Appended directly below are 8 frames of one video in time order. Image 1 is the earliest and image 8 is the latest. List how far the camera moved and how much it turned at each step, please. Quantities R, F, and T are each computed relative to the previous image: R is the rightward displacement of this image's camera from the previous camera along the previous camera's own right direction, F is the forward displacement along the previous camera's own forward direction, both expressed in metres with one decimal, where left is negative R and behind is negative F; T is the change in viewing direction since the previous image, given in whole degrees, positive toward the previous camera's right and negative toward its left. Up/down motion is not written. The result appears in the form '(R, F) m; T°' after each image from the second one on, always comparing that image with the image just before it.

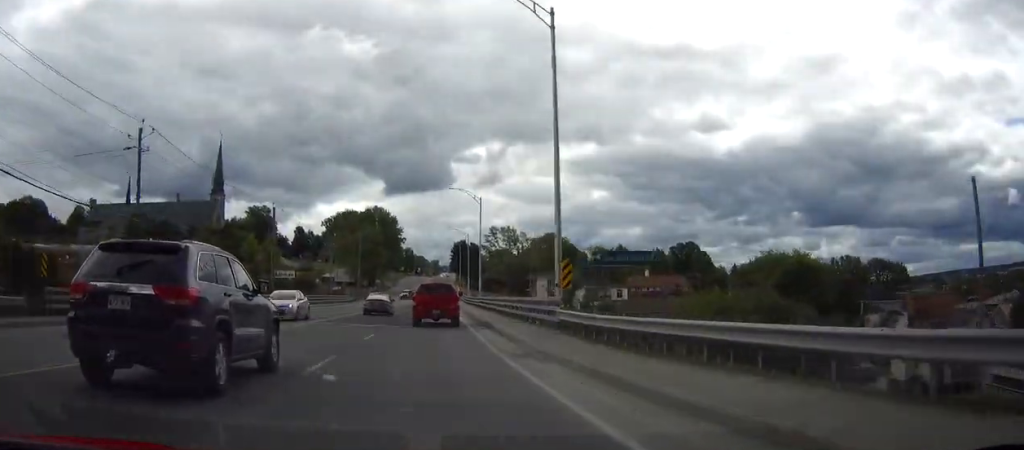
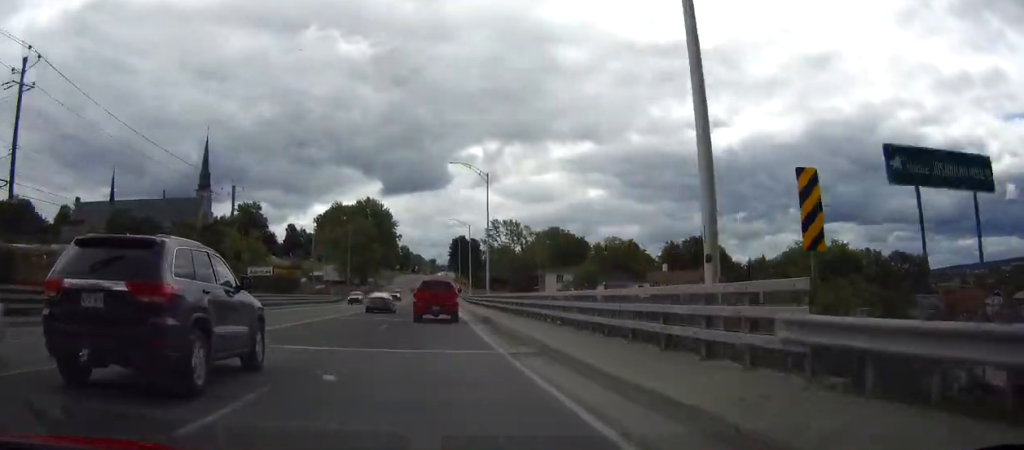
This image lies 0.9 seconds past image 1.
(0.0, +14.2) m; 0°
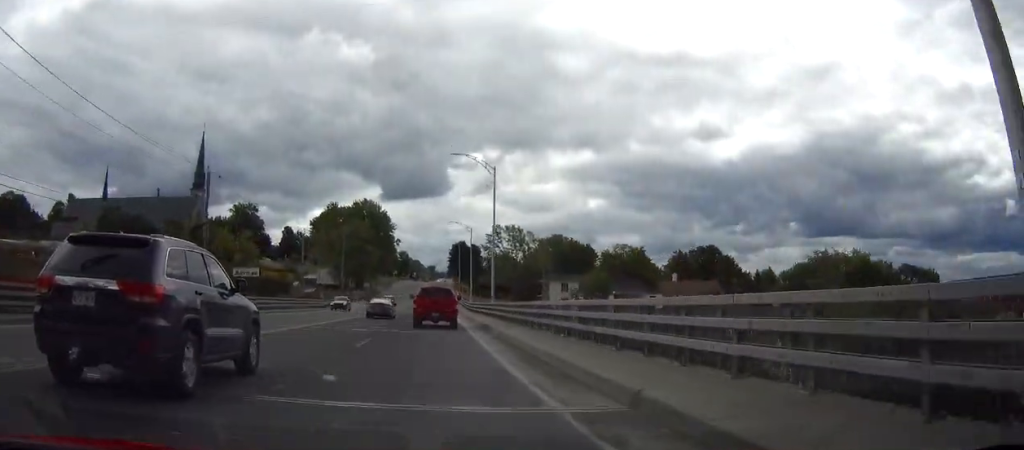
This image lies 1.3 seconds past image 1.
(0.0, +7.1) m; 0°
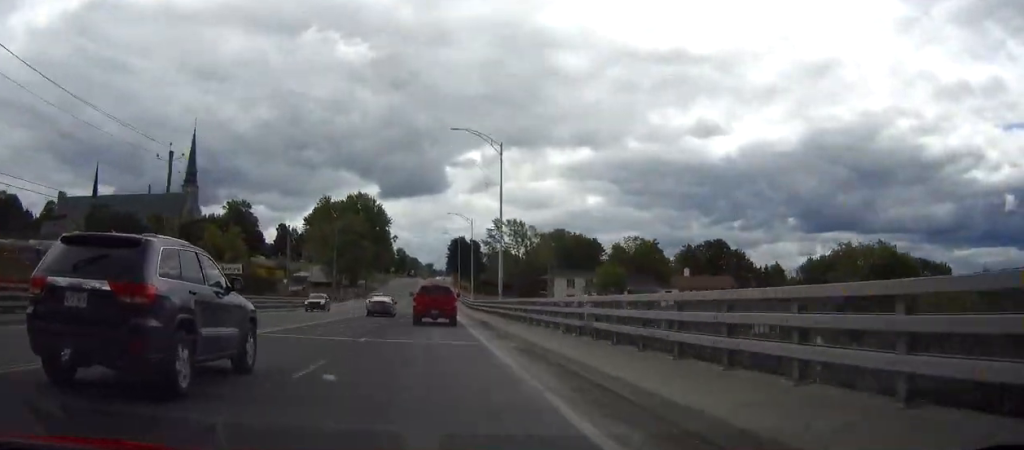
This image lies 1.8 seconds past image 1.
(0.0, +7.8) m; 0°
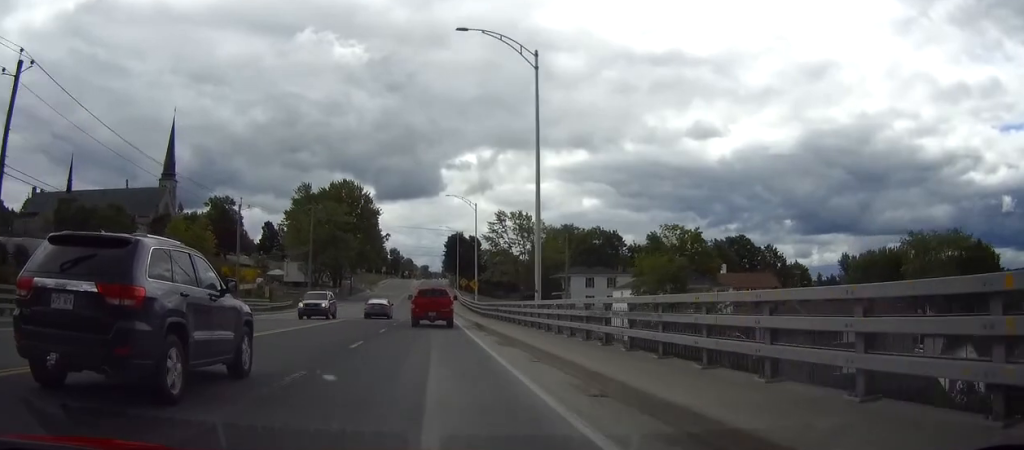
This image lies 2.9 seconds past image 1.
(+0.1, +19.5) m; +1°
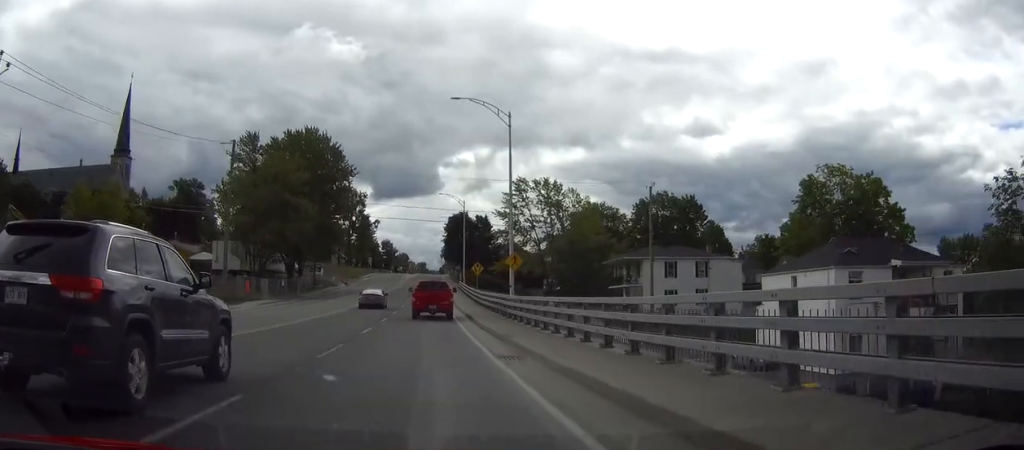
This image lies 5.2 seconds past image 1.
(+0.2, +38.7) m; 0°
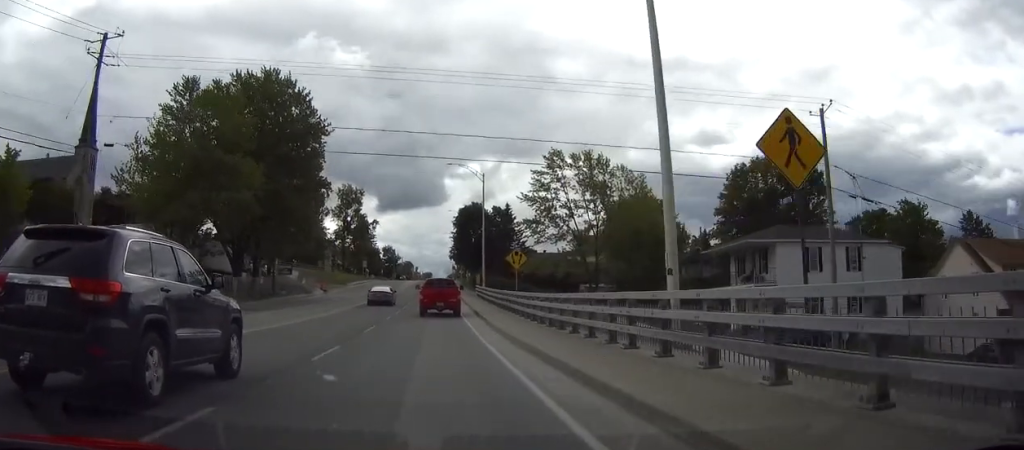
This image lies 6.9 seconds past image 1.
(-0.2, +27.7) m; -1°
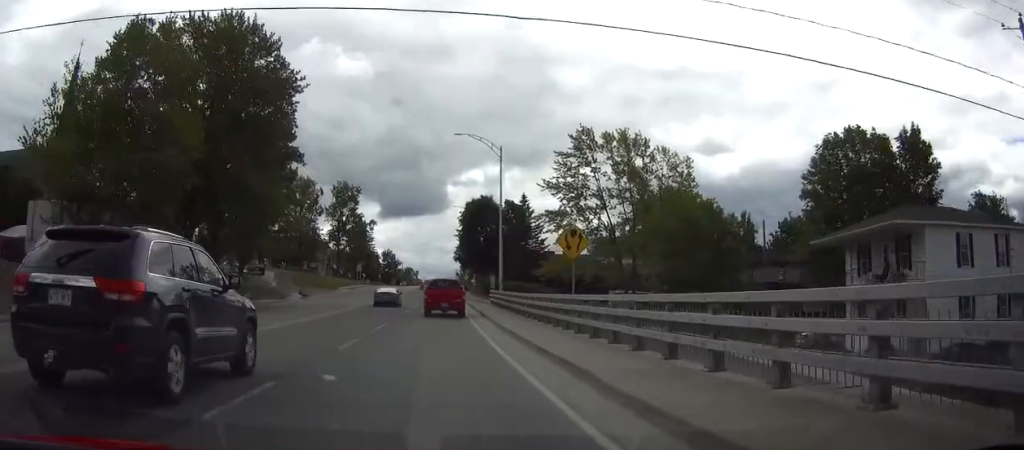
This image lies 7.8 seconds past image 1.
(-0.1, +15.4) m; 0°
